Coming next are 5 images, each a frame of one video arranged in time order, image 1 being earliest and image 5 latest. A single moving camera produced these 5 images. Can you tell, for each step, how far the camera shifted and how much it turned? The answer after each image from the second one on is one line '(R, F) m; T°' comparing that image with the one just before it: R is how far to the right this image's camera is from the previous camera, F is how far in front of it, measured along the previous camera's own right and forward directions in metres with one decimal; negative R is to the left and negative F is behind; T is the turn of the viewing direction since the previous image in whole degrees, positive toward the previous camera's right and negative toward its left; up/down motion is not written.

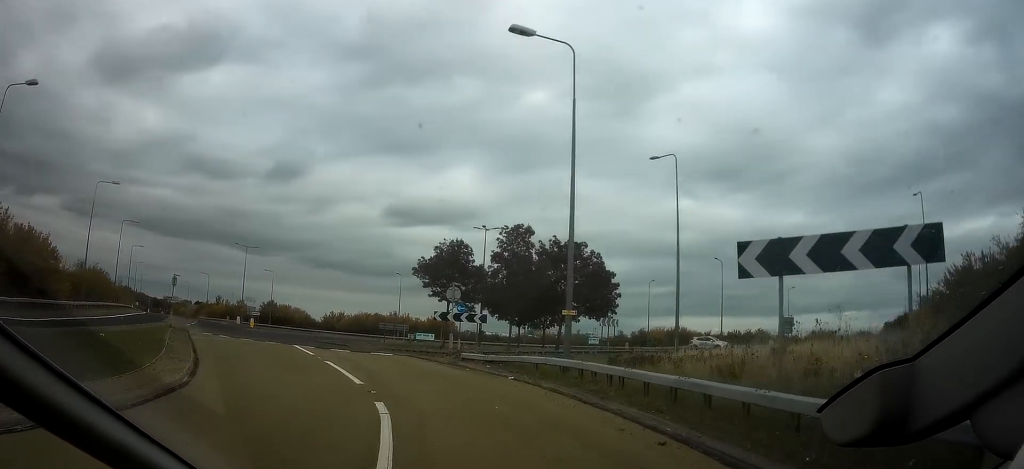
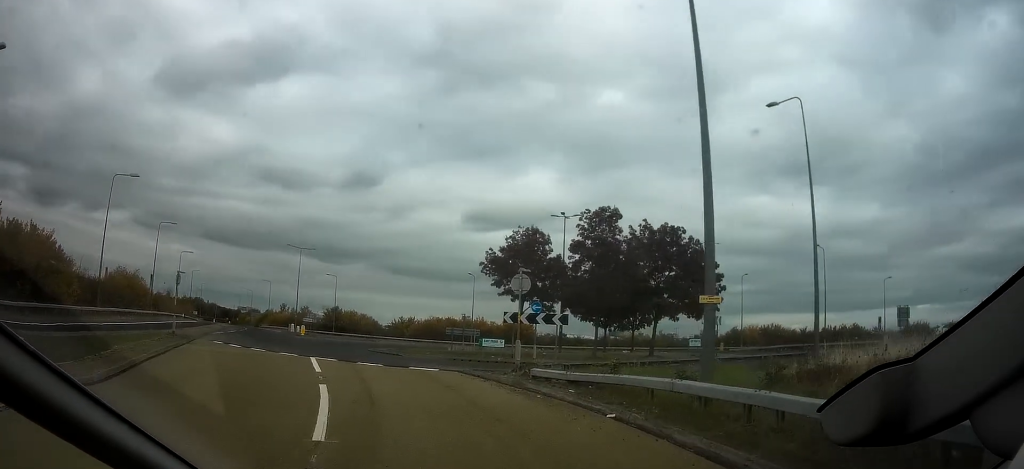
(-0.4, +7.1) m; -10°
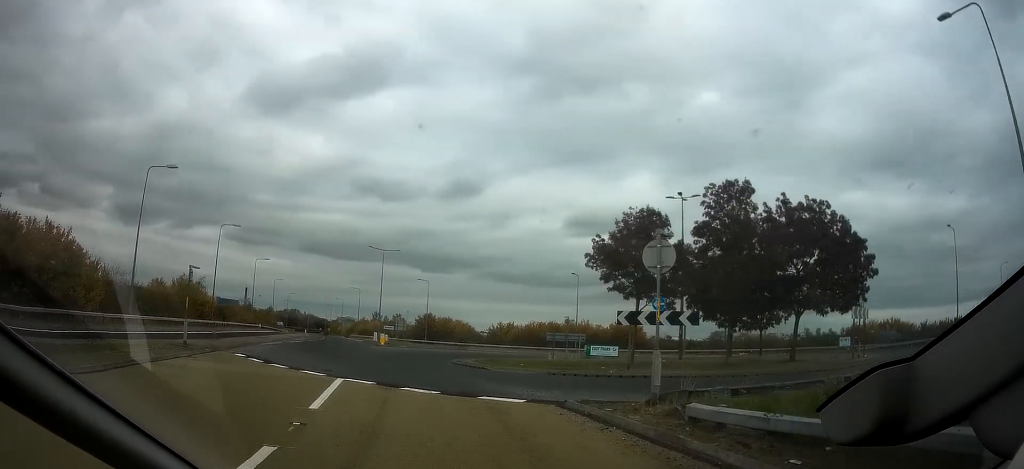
(-0.9, +6.7) m; -11°
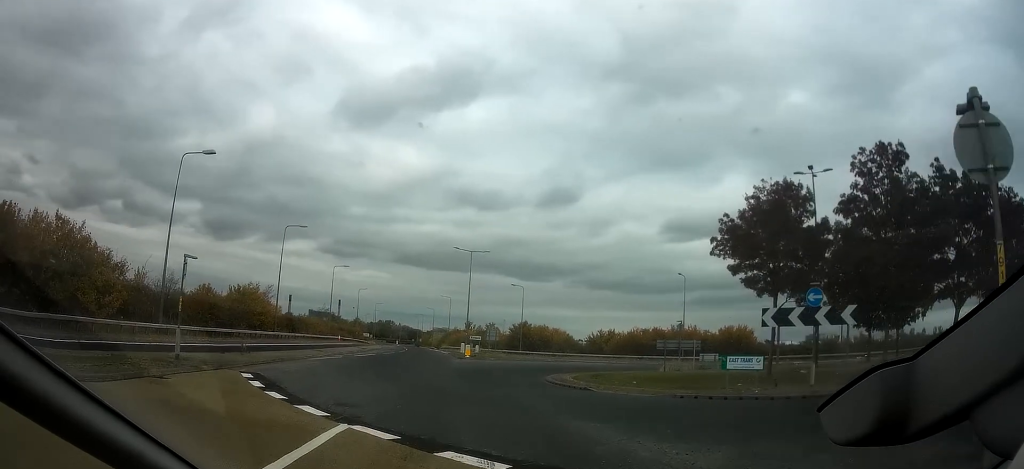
(-0.3, +6.4) m; -9°
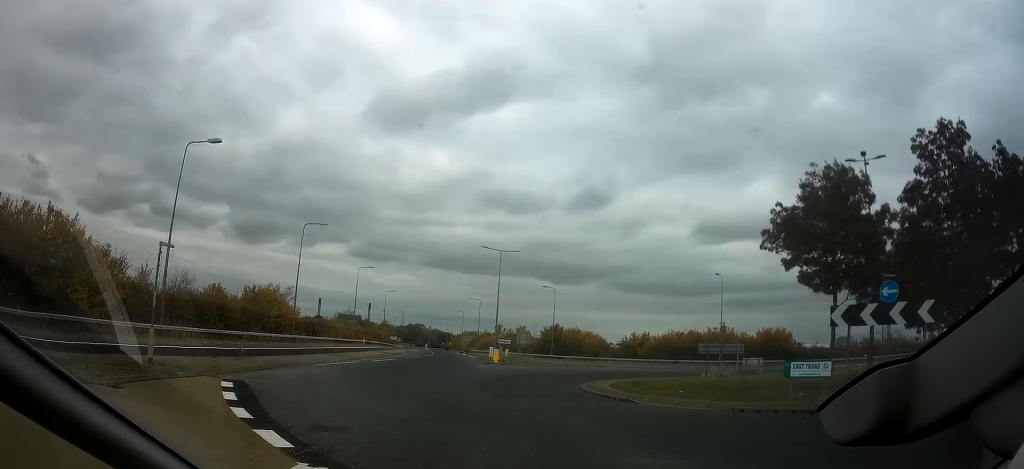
(-0.3, +2.8) m; -7°
